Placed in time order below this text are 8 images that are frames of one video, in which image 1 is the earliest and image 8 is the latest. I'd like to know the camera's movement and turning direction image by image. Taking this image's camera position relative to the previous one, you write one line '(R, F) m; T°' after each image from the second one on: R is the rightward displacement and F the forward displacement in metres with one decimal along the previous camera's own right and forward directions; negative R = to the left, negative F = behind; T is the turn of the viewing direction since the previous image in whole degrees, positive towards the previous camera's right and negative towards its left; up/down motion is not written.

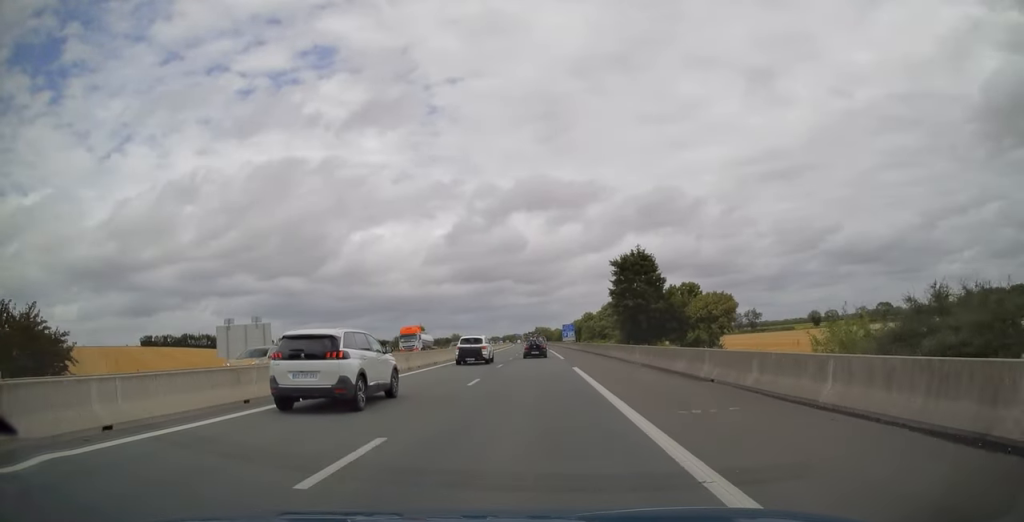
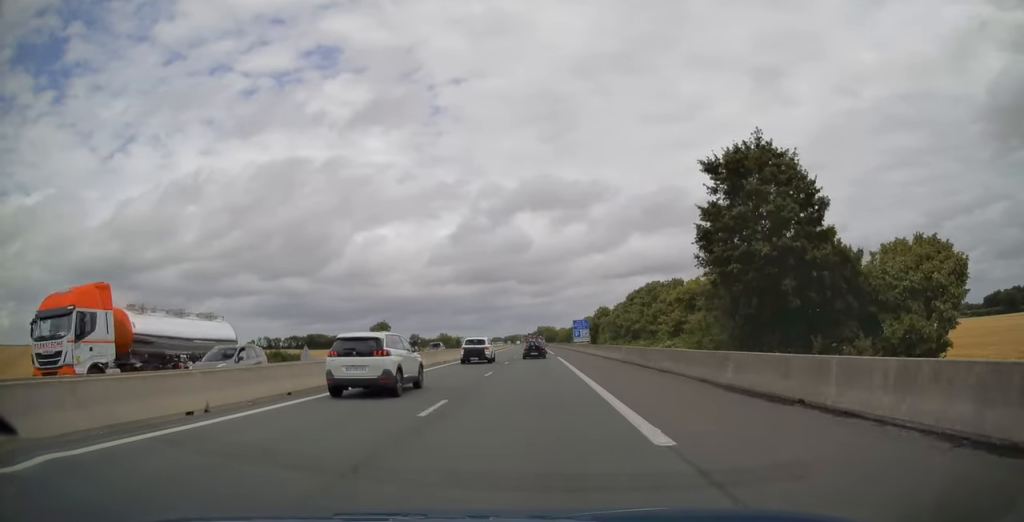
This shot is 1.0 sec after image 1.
(-0.1, +33.3) m; 0°
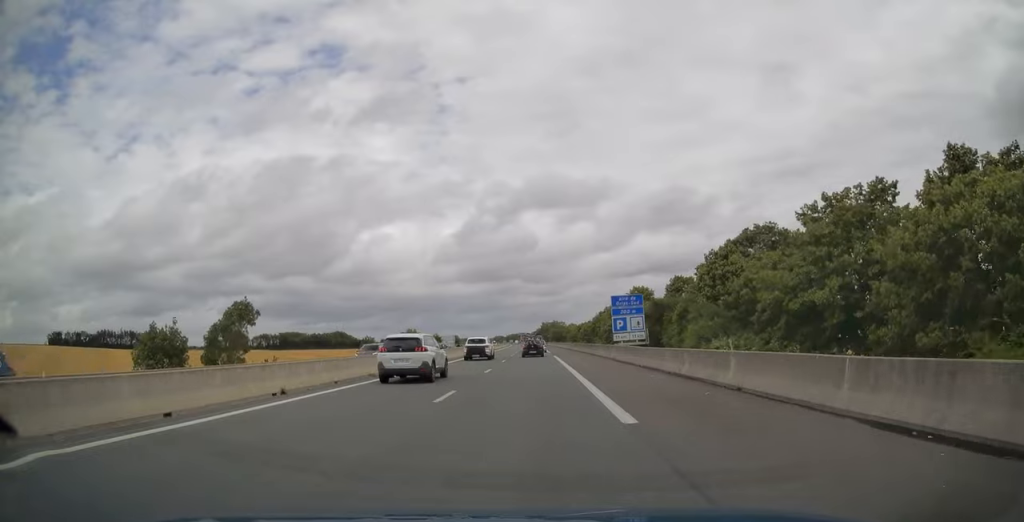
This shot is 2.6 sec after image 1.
(0.0, +49.9) m; 0°
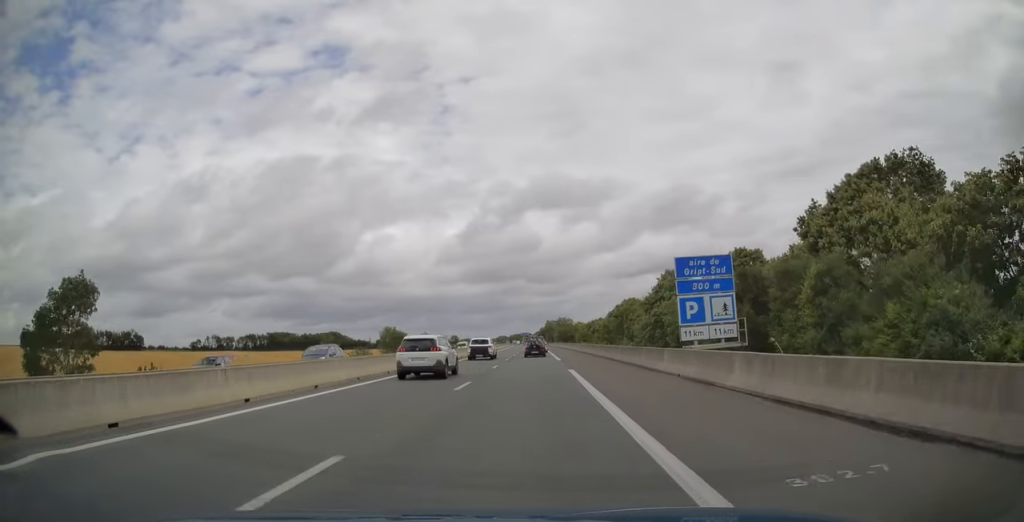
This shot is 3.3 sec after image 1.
(-0.1, +22.0) m; -1°
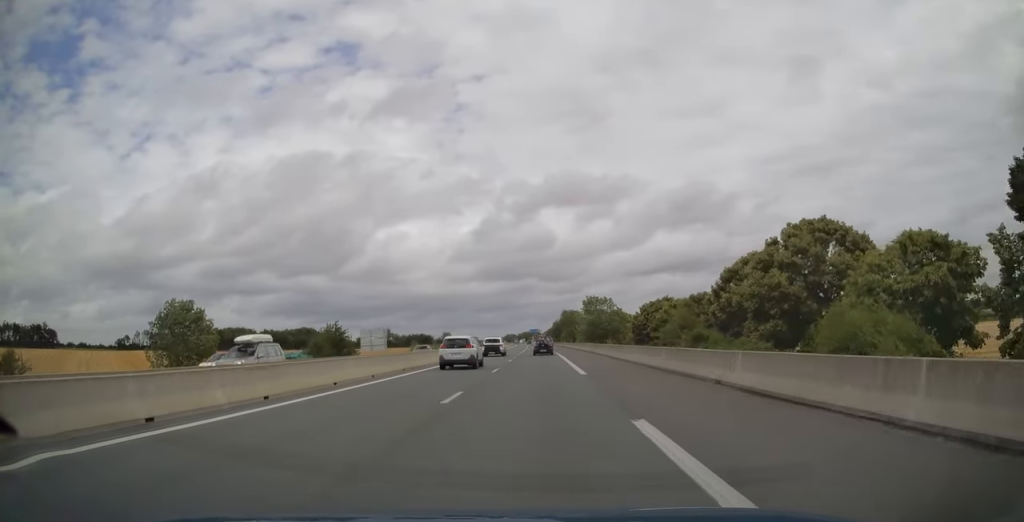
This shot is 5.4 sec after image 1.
(-1.1, +69.1) m; -1°
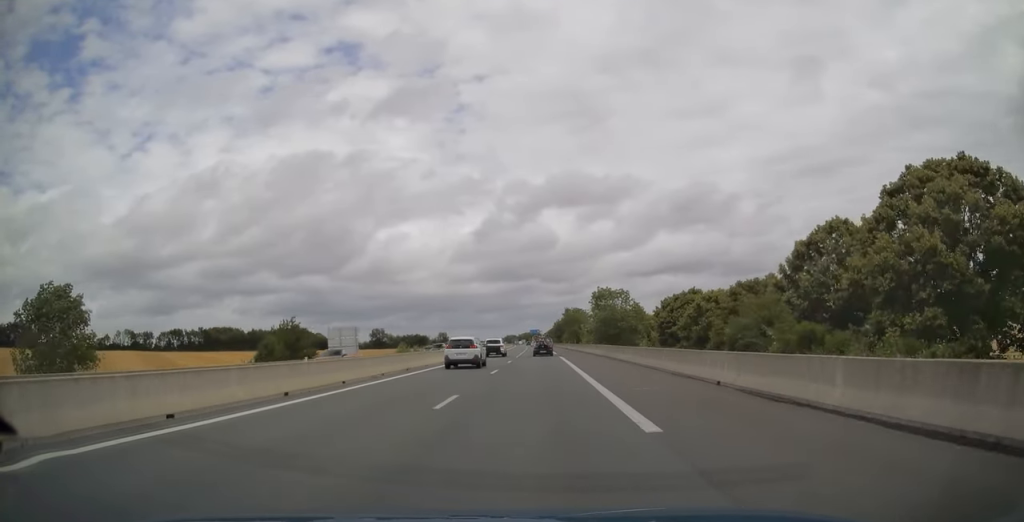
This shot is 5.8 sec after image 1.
(0.0, +14.1) m; 0°
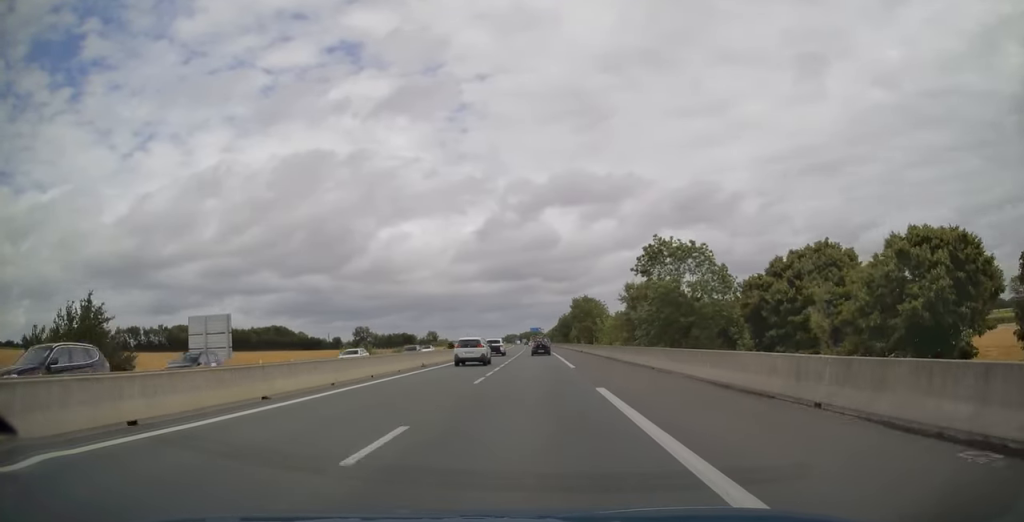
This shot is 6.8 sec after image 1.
(-0.1, +31.9) m; 0°
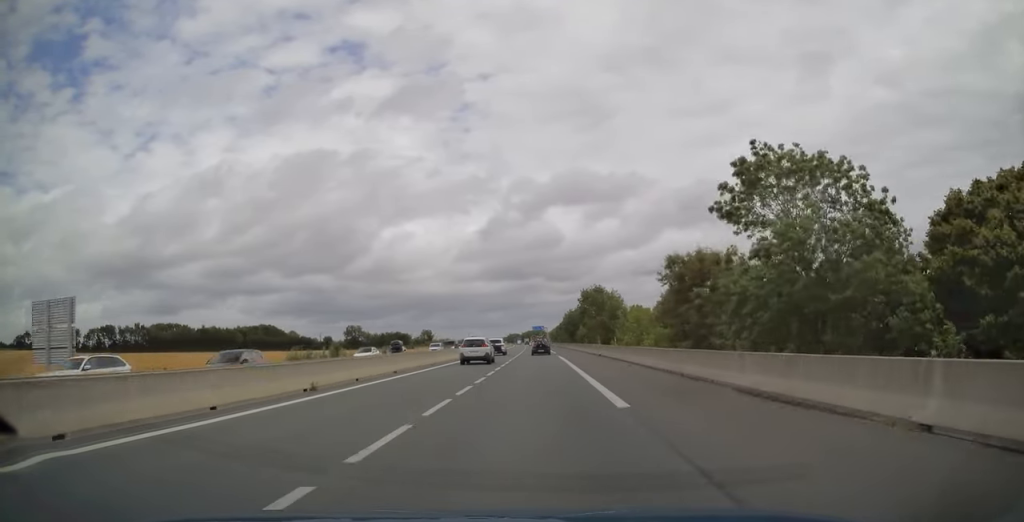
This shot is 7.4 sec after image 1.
(0.0, +17.3) m; 0°
